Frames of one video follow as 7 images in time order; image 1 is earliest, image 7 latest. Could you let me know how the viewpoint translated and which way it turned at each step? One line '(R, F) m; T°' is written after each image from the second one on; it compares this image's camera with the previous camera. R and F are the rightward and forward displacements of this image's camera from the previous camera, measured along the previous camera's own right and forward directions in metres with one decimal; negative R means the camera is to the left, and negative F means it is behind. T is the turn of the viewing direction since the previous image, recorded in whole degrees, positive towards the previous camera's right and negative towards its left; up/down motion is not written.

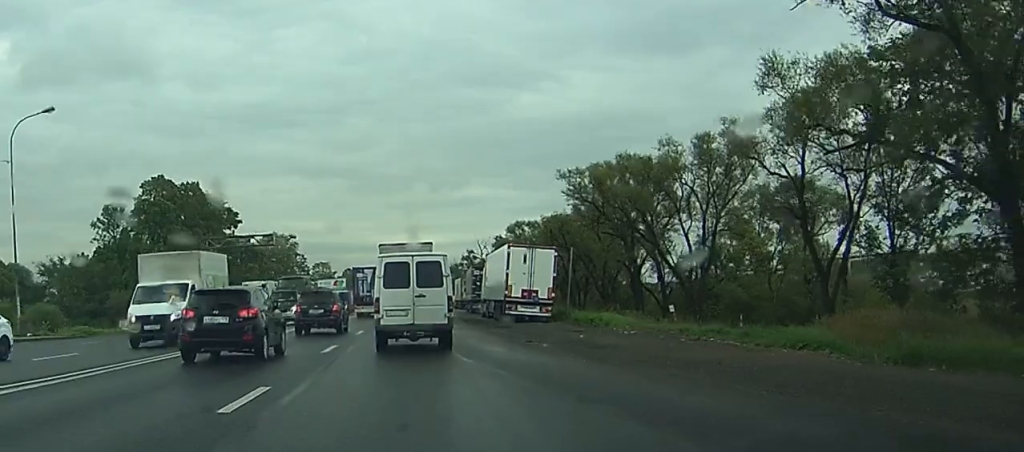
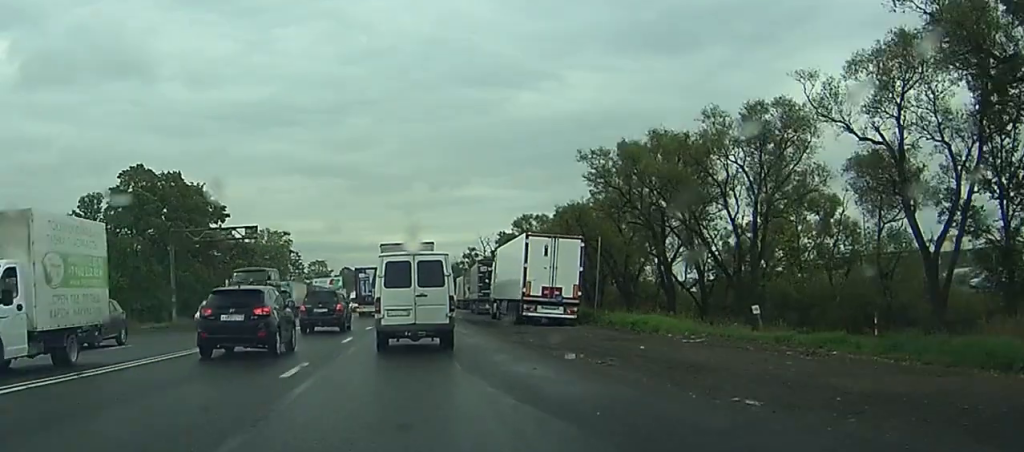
(-0.2, +7.3) m; 0°
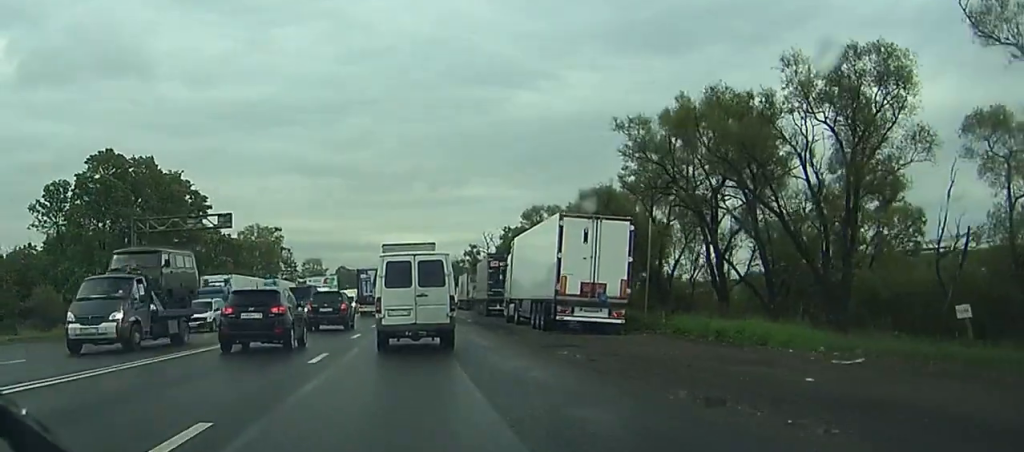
(-0.1, +9.0) m; 0°
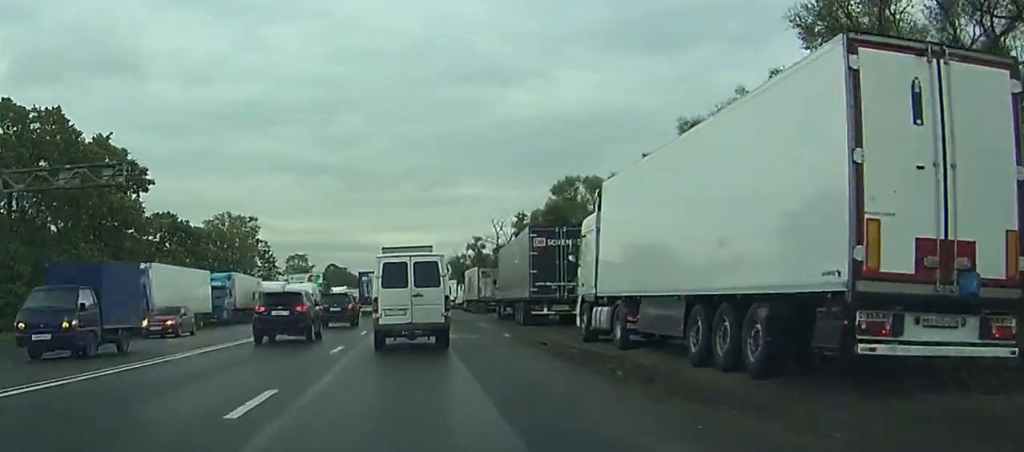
(+0.2, +21.0) m; +2°
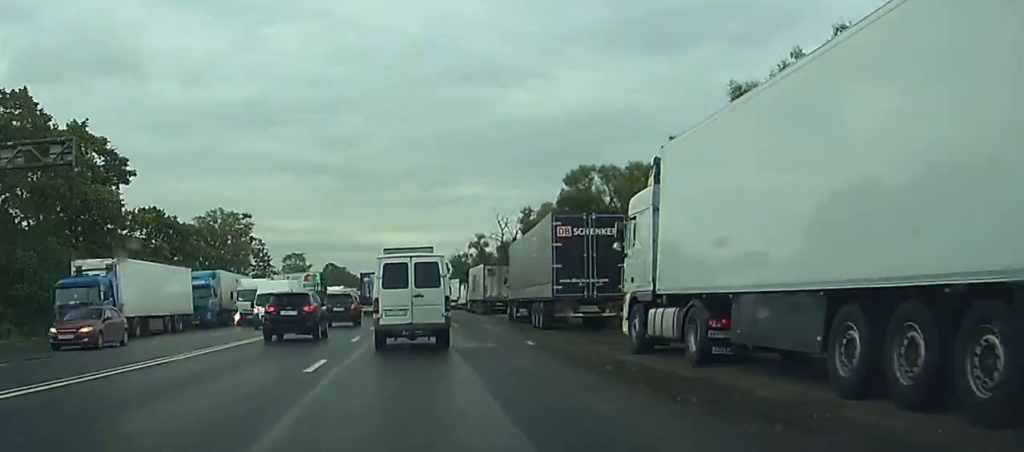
(+0.1, +5.6) m; +1°
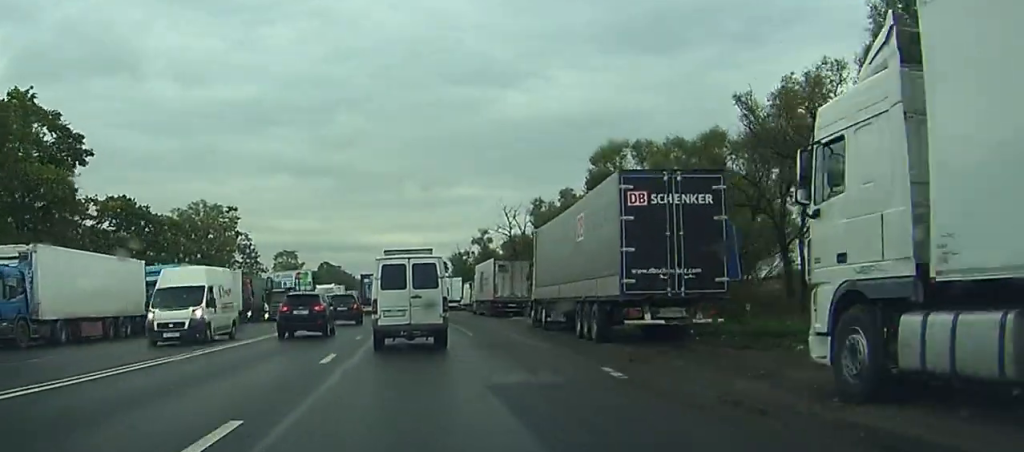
(+0.2, +9.8) m; +1°
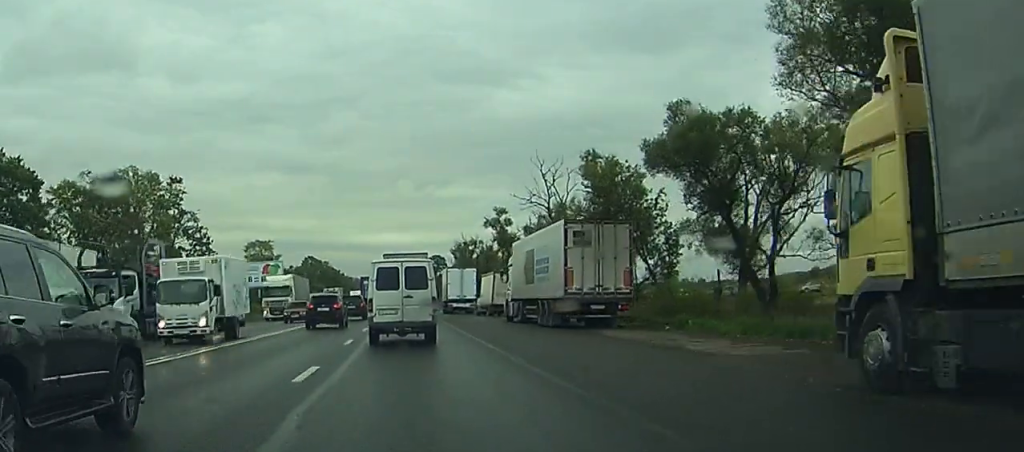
(+0.2, +28.7) m; 0°
